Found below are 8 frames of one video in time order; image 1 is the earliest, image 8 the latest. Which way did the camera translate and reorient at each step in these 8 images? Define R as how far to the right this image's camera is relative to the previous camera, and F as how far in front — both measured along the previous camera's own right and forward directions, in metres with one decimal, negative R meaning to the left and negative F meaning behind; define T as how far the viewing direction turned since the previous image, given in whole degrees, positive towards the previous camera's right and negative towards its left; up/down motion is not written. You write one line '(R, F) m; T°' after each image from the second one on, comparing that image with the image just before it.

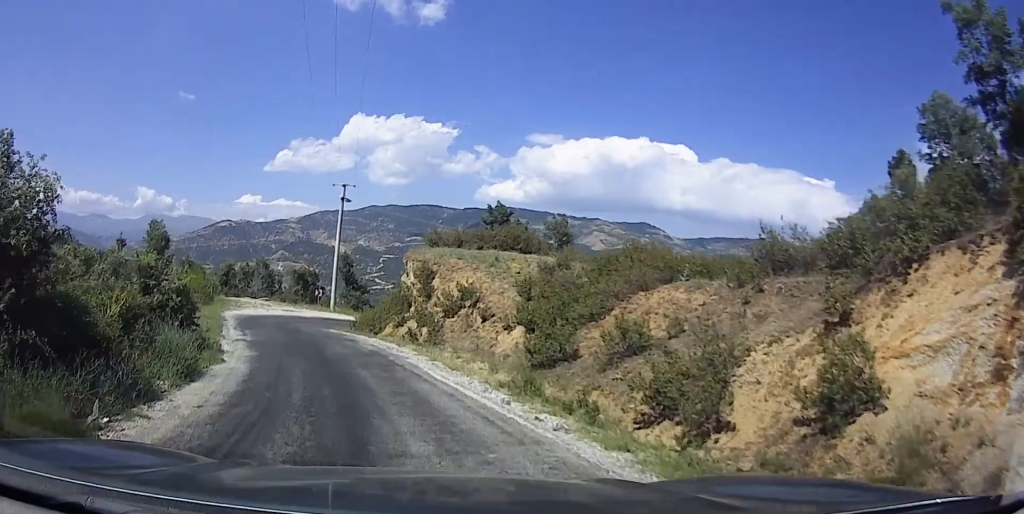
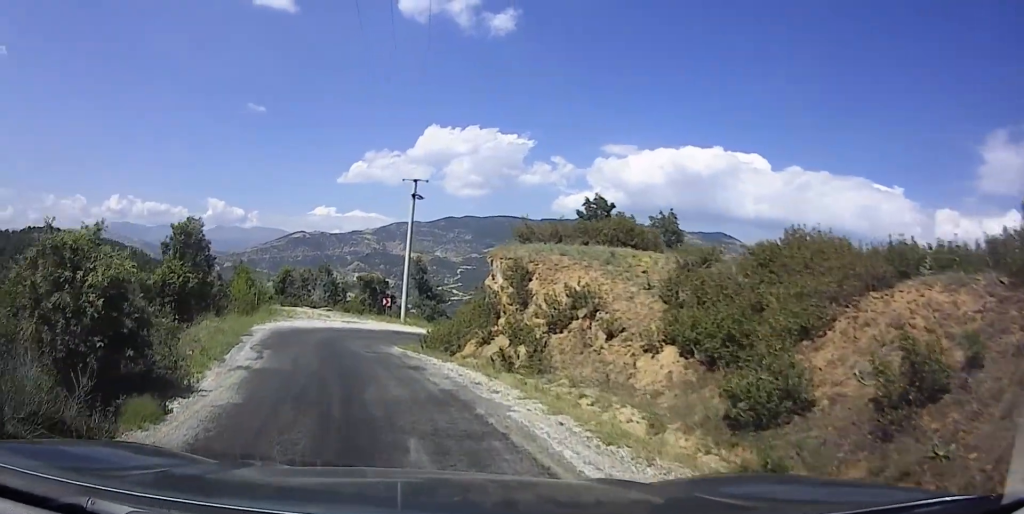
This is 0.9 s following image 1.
(-0.1, +6.8) m; -10°
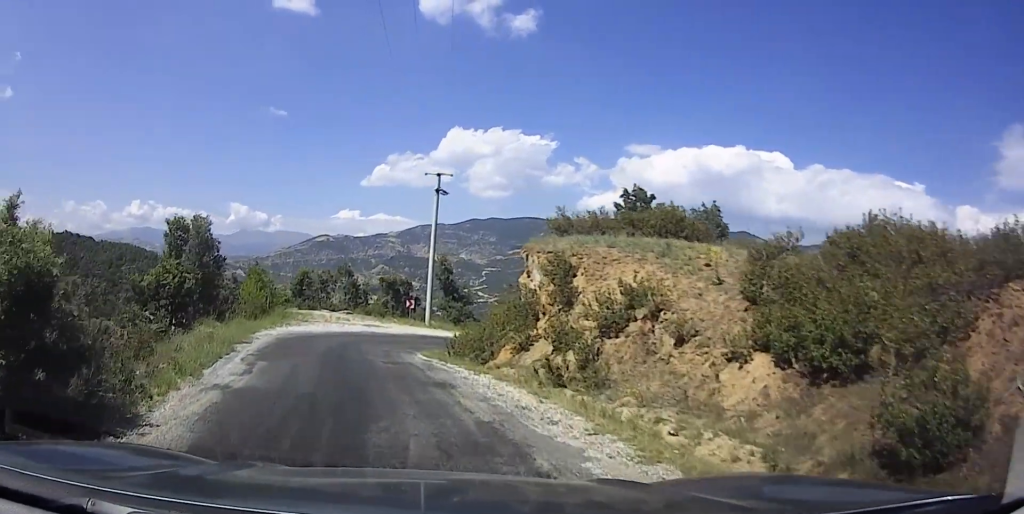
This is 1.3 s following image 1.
(+0.3, +2.9) m; -5°
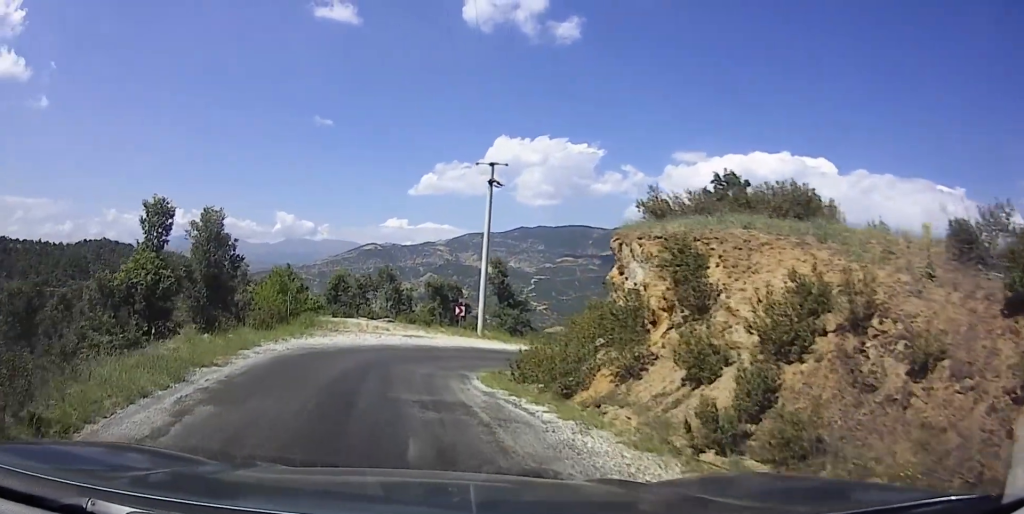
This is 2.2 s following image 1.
(-1.4, +5.6) m; -5°
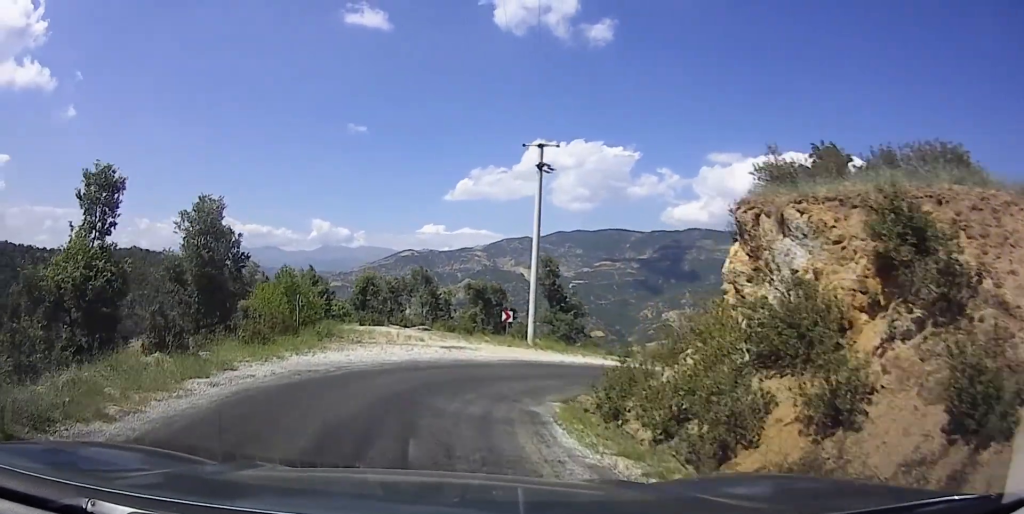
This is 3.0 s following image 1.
(+0.6, +5.6) m; -1°
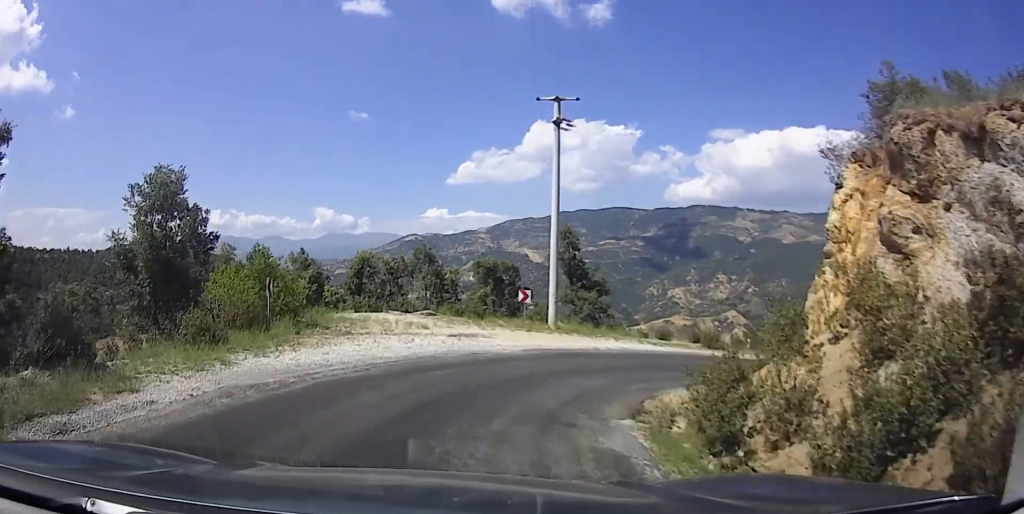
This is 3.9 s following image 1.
(-0.4, +5.1) m; -6°
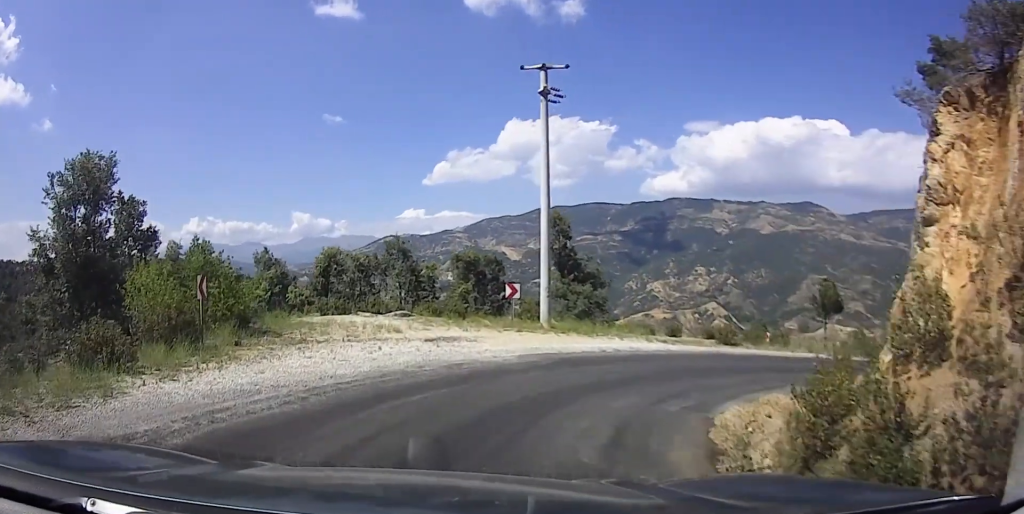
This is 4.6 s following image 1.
(-0.3, +4.2) m; 0°
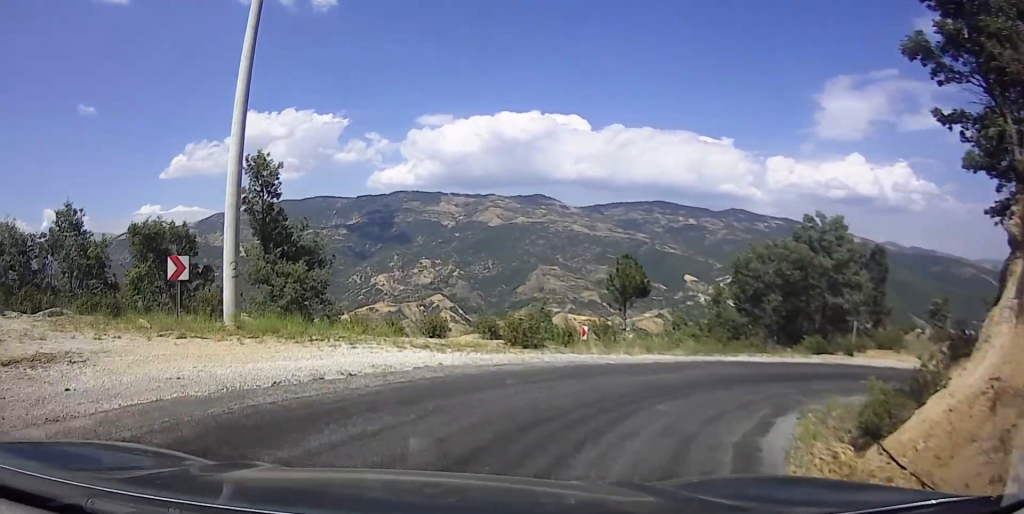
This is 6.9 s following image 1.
(+3.3, +9.8) m; +32°
